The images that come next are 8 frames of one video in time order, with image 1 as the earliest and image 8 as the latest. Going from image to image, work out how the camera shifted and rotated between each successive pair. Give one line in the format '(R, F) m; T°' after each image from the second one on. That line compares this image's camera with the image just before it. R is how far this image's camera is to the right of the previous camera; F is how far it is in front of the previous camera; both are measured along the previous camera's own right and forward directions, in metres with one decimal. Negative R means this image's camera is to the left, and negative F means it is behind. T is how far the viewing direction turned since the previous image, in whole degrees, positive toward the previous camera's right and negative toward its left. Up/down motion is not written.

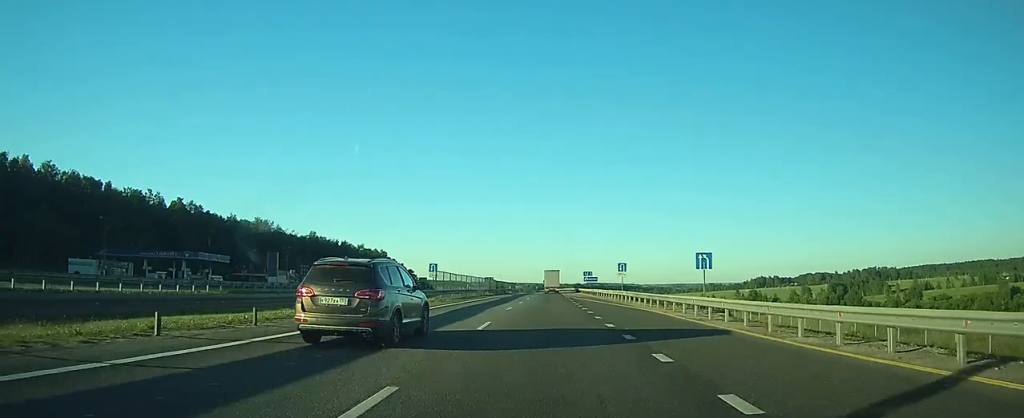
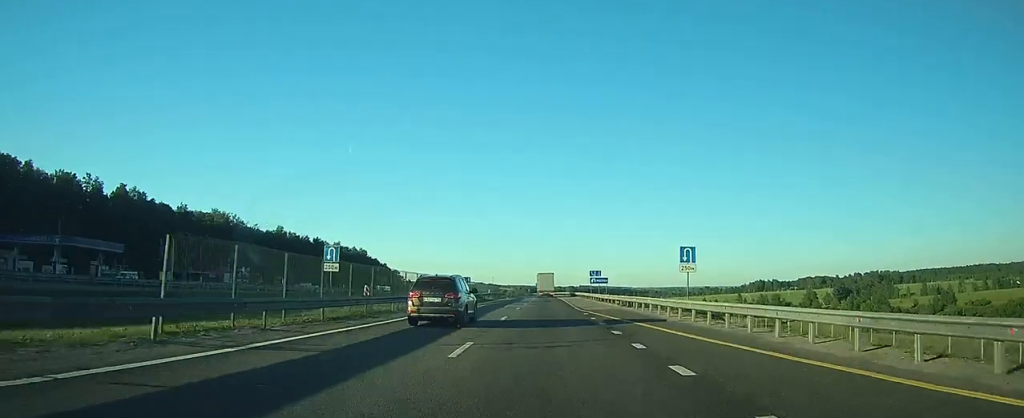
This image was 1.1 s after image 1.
(+0.1, +29.3) m; +1°
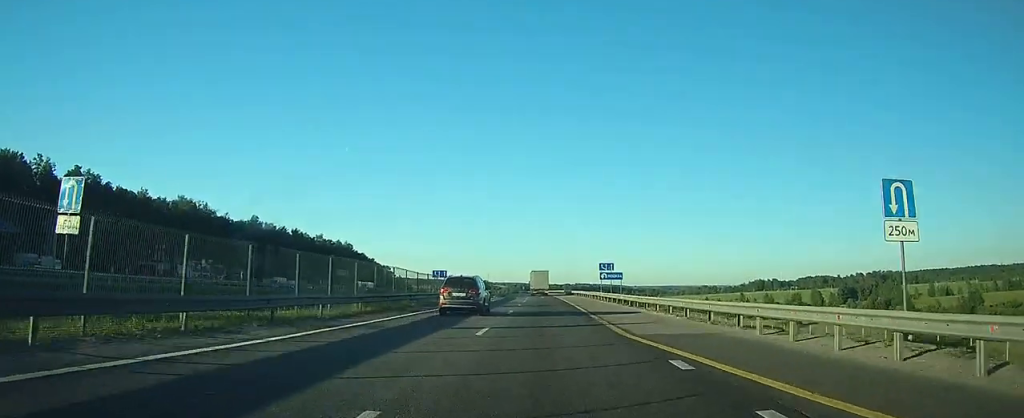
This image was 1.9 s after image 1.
(+0.2, +20.2) m; +1°
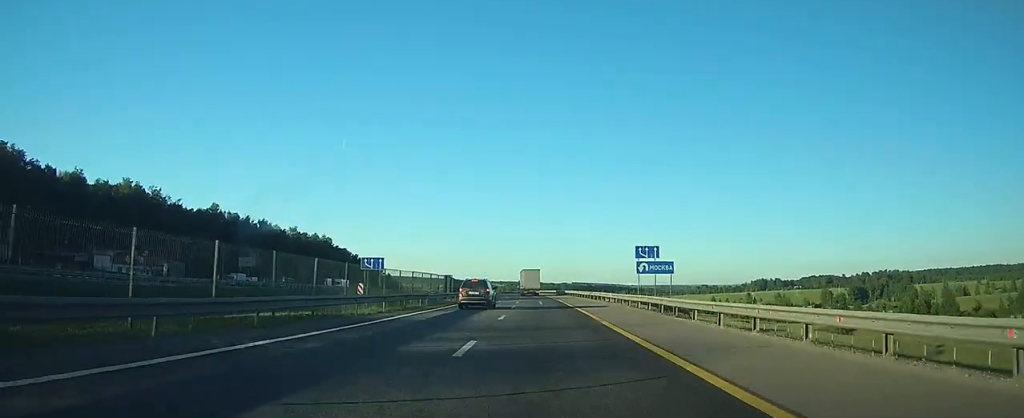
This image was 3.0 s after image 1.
(+0.1, +28.7) m; 0°
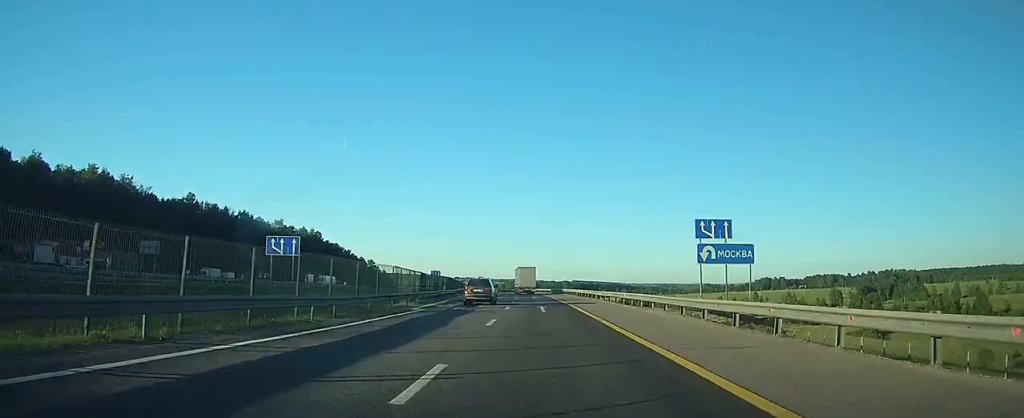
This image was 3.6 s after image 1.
(0.0, +16.4) m; 0°
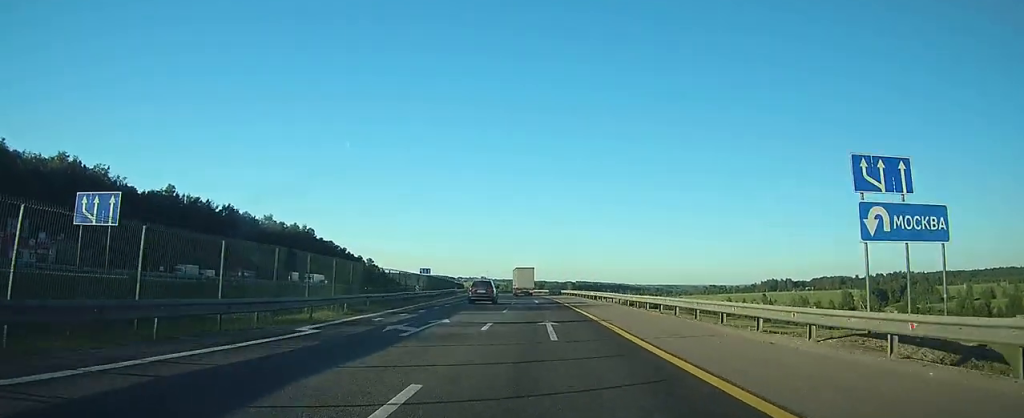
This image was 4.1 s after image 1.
(0.0, +13.8) m; 0°
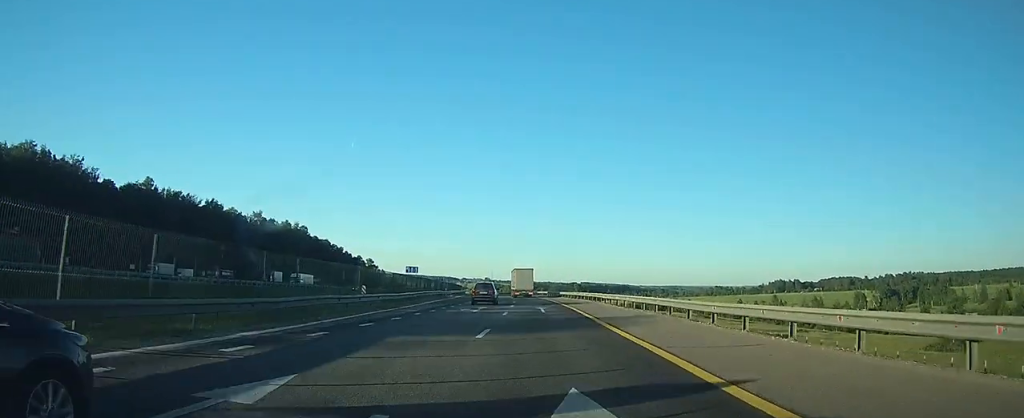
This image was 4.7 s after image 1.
(0.0, +13.8) m; 0°
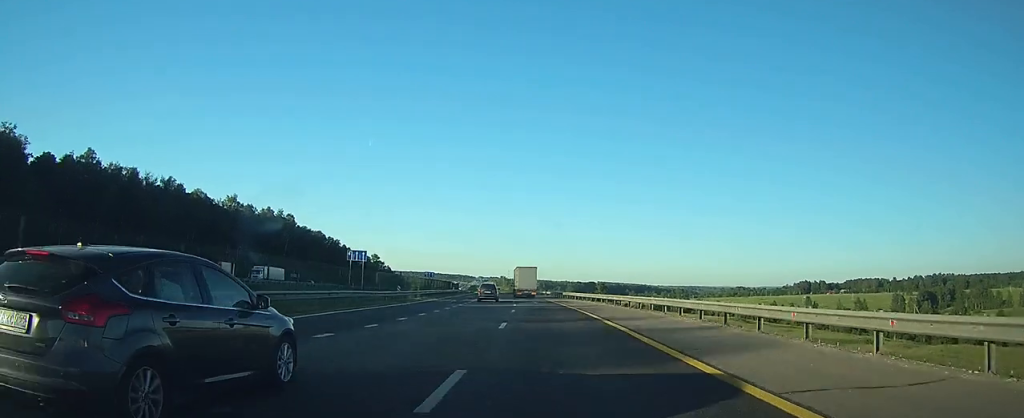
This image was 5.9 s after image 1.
(+0.1, +32.8) m; -2°
